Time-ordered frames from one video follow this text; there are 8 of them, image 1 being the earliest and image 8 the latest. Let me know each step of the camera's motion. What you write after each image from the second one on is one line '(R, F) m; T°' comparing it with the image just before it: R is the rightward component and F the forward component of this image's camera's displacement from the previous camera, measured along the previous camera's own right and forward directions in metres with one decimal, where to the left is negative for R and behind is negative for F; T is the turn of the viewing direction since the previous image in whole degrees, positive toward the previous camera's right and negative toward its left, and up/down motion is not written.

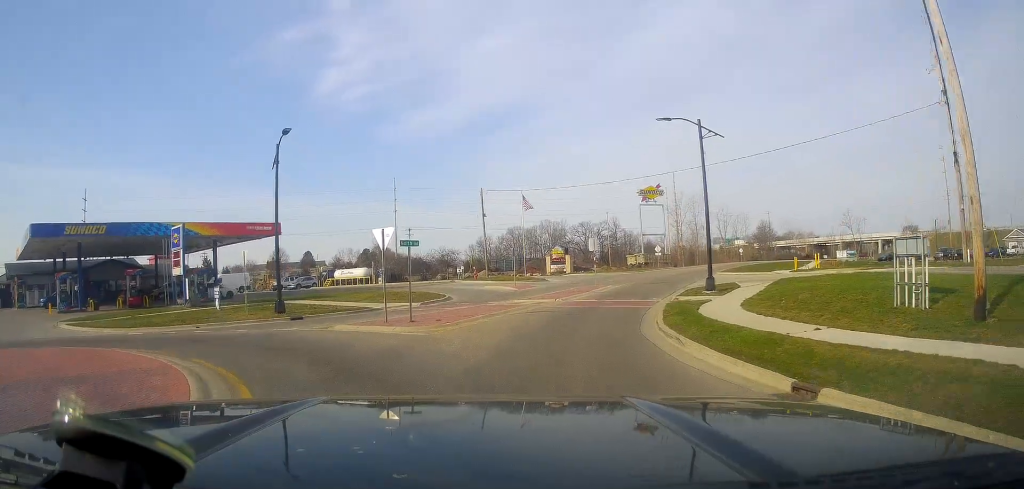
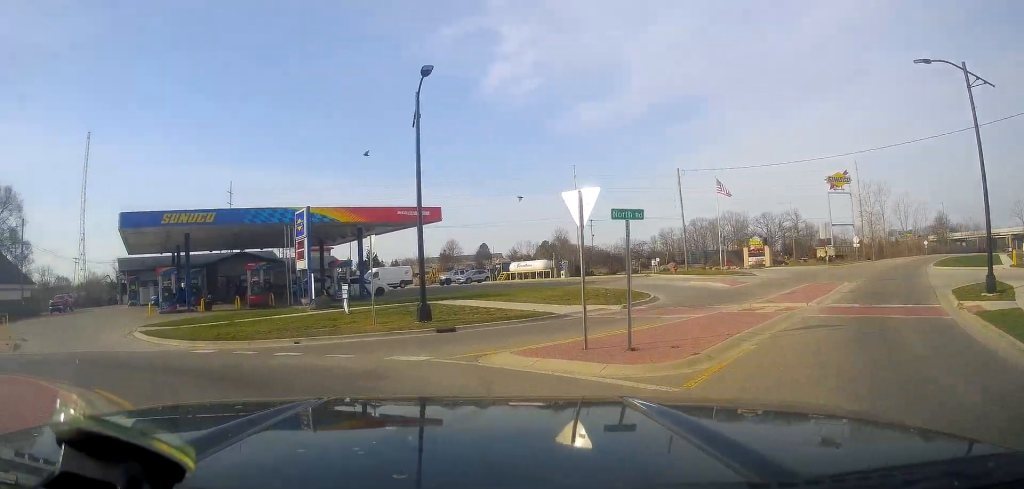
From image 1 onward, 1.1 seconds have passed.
(-0.6, +7.4) m; -20°
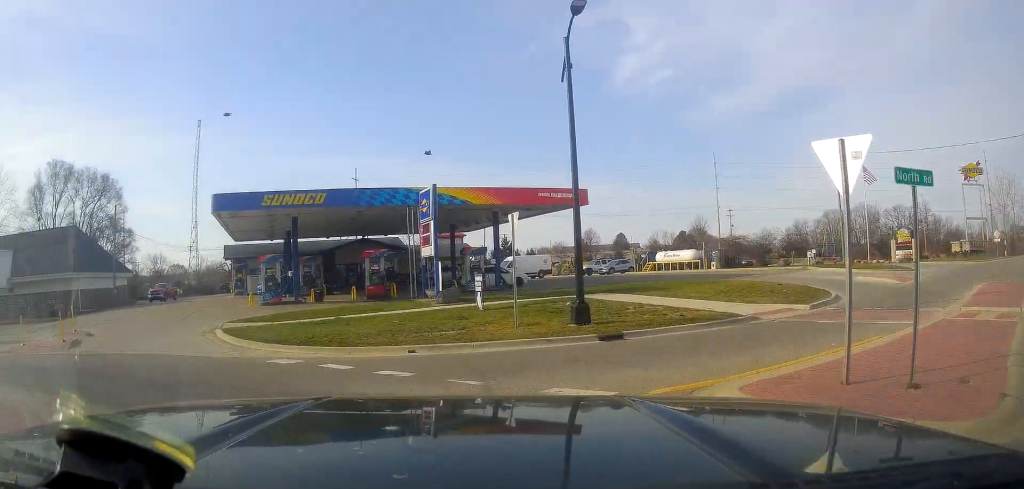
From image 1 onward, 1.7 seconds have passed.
(-1.1, +3.9) m; -13°
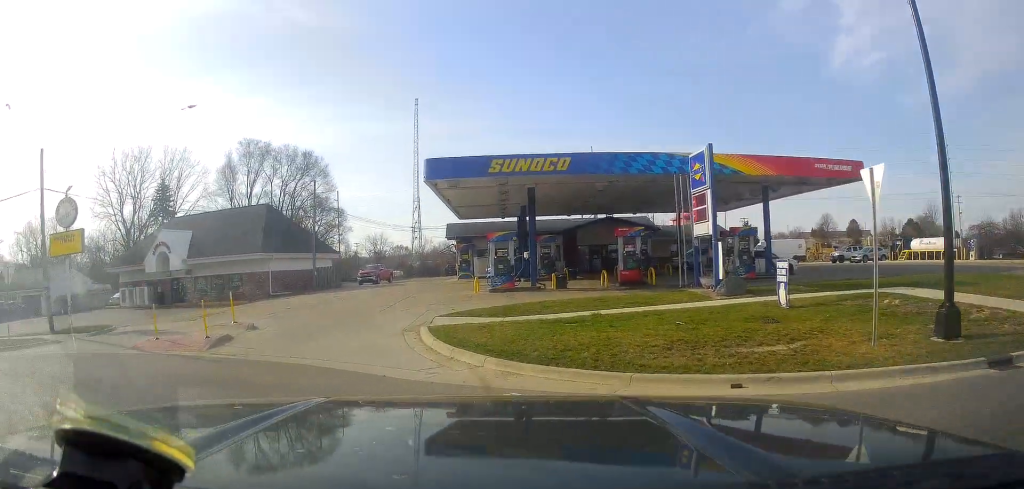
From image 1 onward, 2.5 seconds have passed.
(-0.8, +5.2) m; -21°
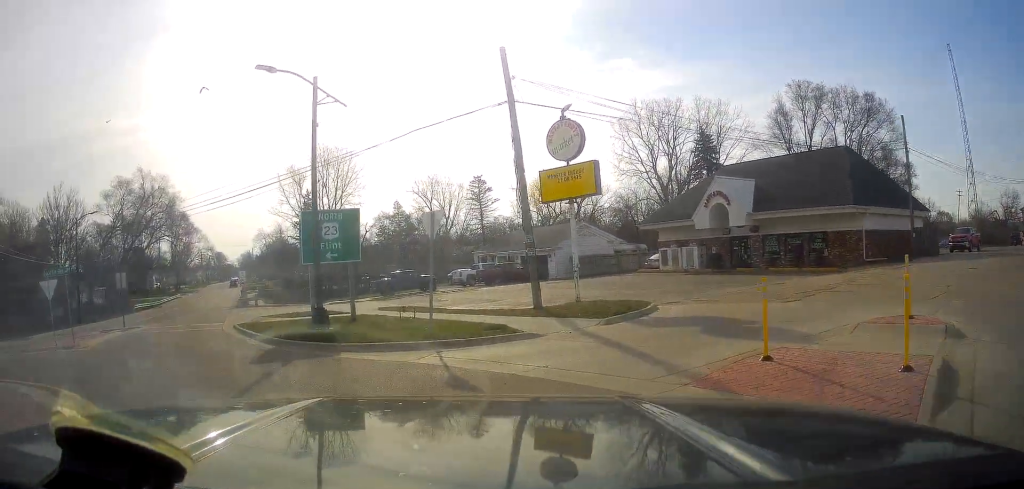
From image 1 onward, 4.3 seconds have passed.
(-4.7, +8.5) m; -59°
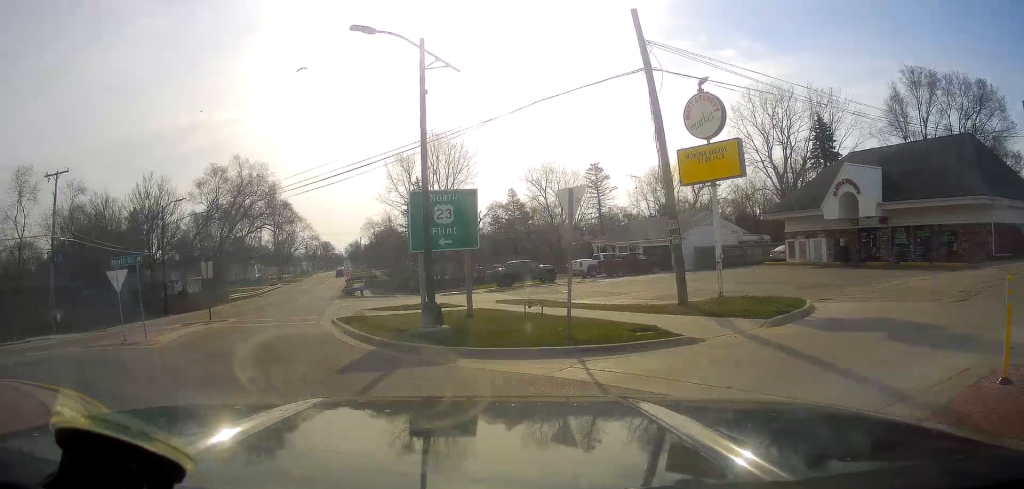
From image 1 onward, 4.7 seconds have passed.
(-0.2, +2.4) m; -10°
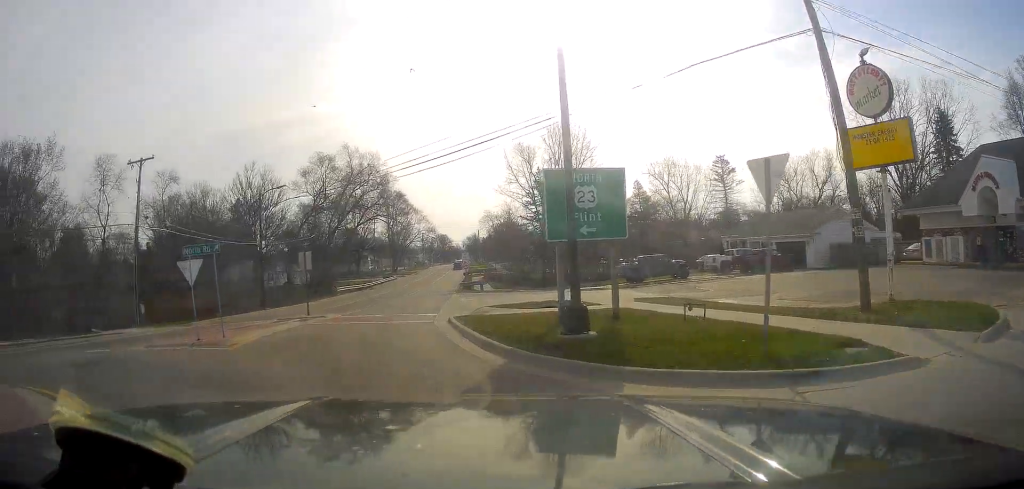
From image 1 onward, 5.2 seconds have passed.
(-0.2, +2.9) m; -10°
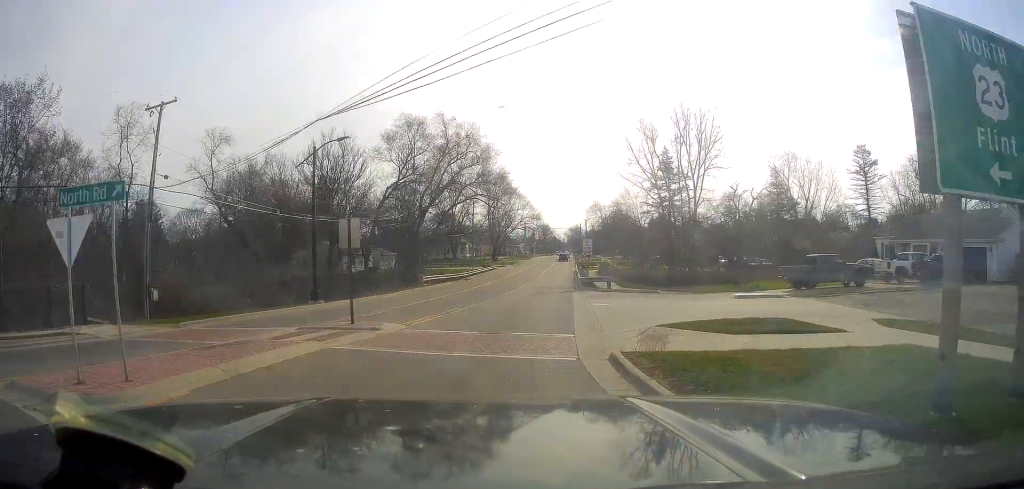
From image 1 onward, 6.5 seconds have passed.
(-1.5, +10.3) m; -8°
